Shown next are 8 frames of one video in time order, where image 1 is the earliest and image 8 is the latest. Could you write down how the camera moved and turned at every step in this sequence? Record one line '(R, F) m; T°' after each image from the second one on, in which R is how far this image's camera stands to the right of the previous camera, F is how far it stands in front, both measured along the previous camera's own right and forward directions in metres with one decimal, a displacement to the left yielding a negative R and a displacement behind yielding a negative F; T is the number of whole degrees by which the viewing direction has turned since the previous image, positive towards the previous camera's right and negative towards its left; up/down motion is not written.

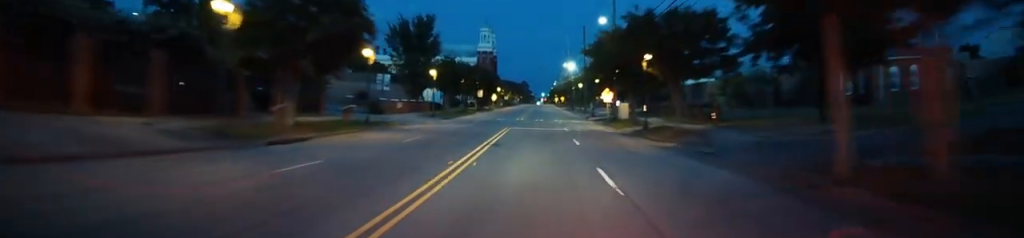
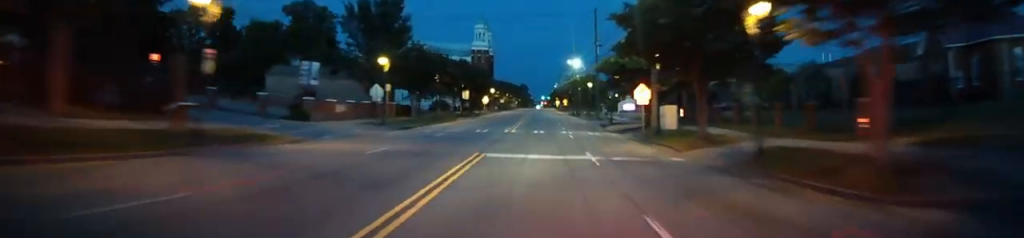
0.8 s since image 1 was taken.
(0.0, +18.7) m; 0°
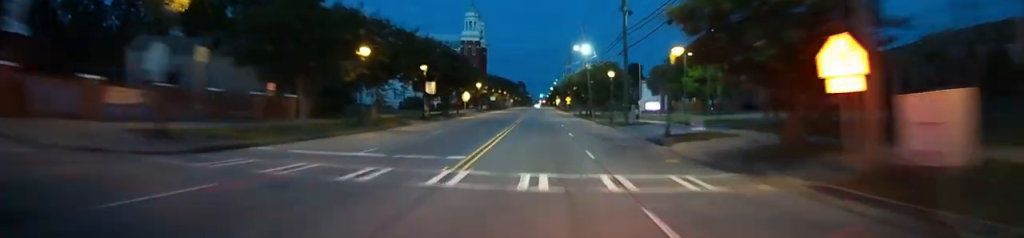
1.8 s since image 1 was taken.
(-0.2, +25.1) m; -1°
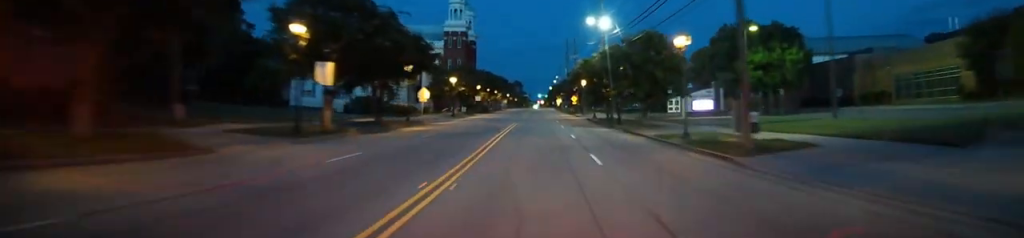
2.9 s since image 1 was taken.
(0.0, +27.0) m; +1°
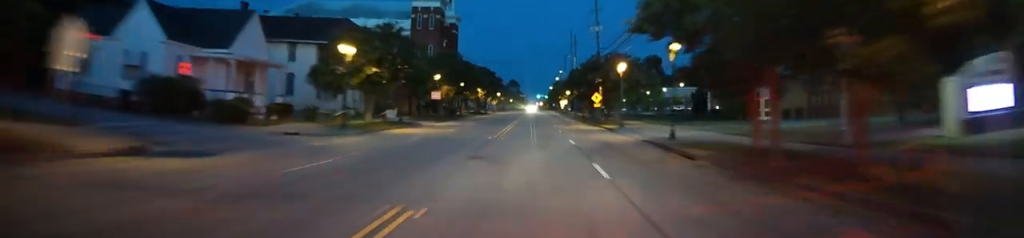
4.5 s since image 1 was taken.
(+0.1, +39.7) m; 0°
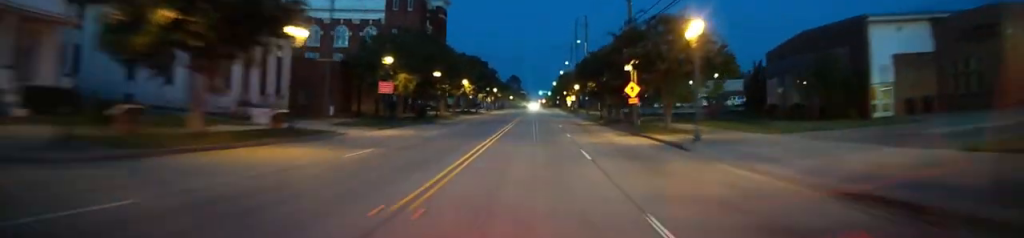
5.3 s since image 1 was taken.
(+0.2, +20.6) m; 0°
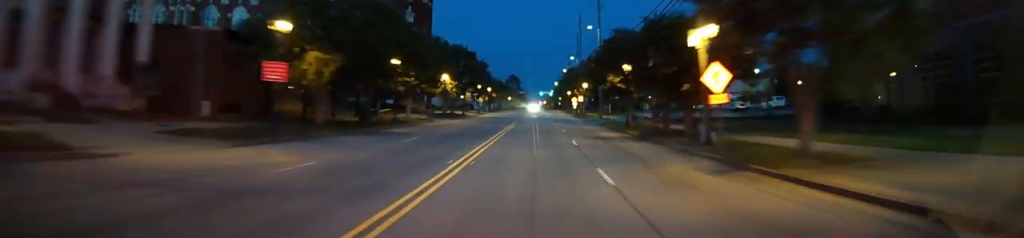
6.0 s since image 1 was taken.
(-0.1, +16.7) m; 0°
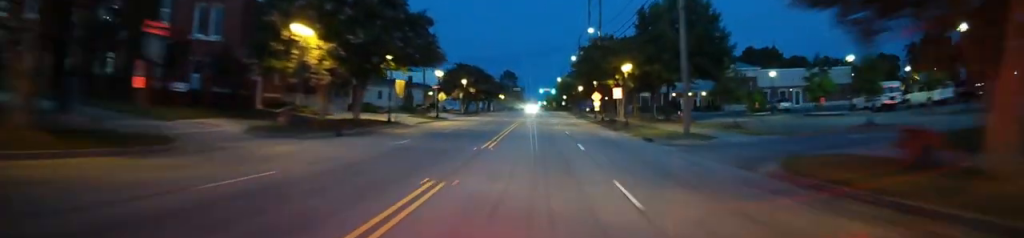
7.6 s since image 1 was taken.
(0.0, +39.6) m; 0°
